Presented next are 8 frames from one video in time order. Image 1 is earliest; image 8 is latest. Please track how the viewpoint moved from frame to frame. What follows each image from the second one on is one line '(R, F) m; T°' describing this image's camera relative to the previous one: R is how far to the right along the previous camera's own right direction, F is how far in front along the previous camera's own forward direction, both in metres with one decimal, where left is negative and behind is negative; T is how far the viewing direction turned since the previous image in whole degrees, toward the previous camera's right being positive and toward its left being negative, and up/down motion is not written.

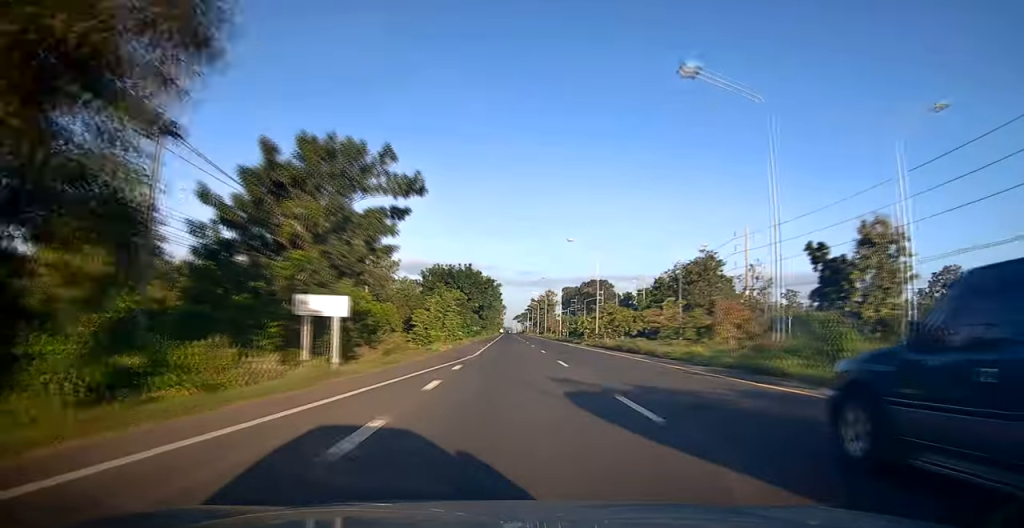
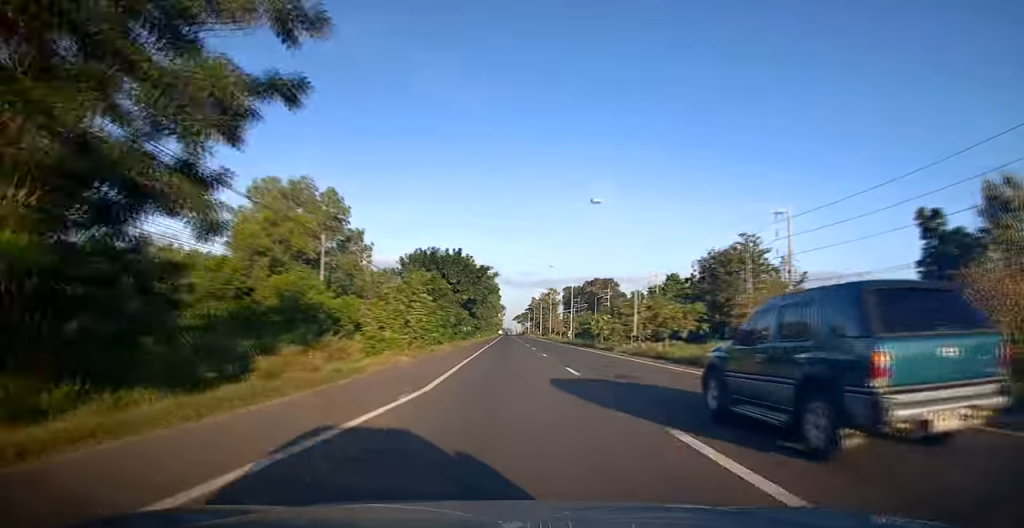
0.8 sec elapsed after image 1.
(+0.2, +15.9) m; 0°
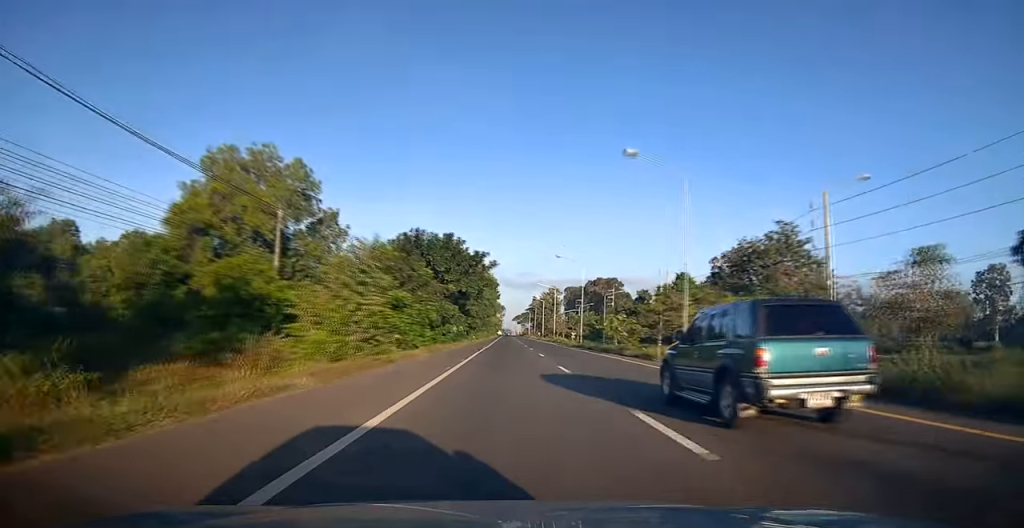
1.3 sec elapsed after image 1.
(+0.2, +10.3) m; 0°
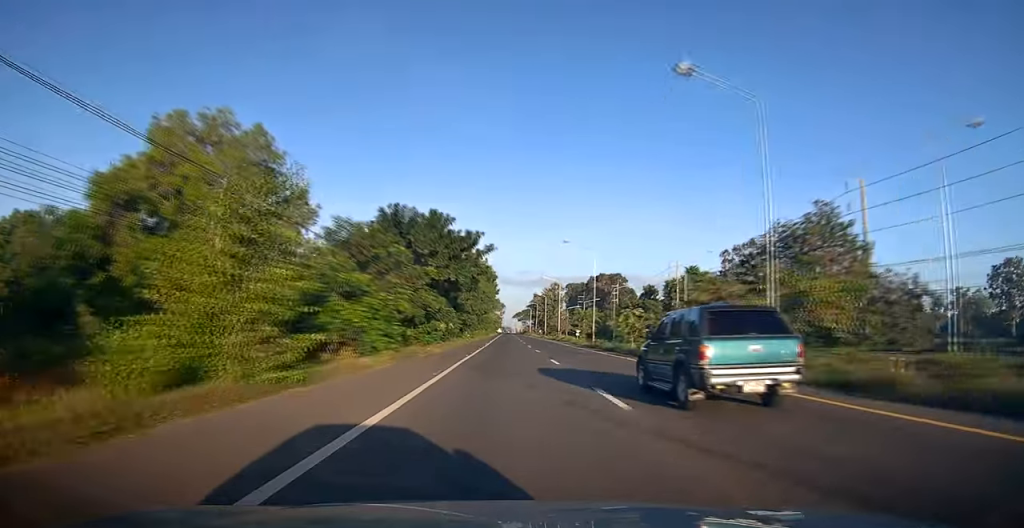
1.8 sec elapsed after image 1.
(-0.2, +8.8) m; -1°
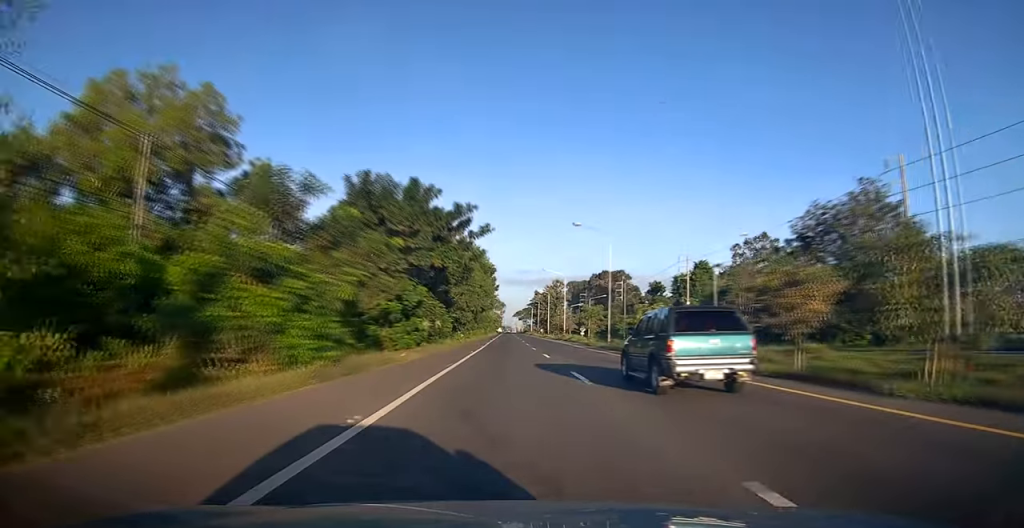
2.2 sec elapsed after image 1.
(-0.1, +8.0) m; -1°
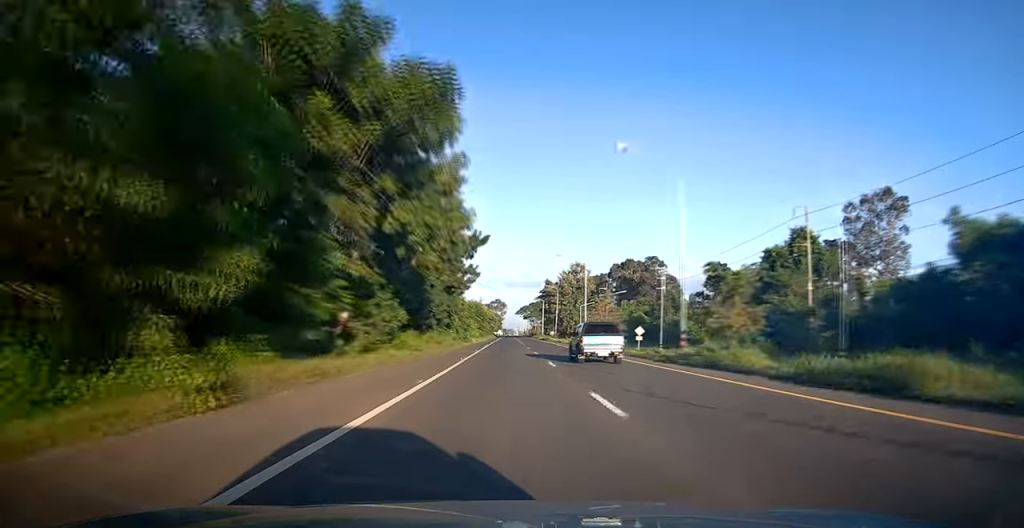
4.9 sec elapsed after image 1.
(+0.7, +53.5) m; +1°
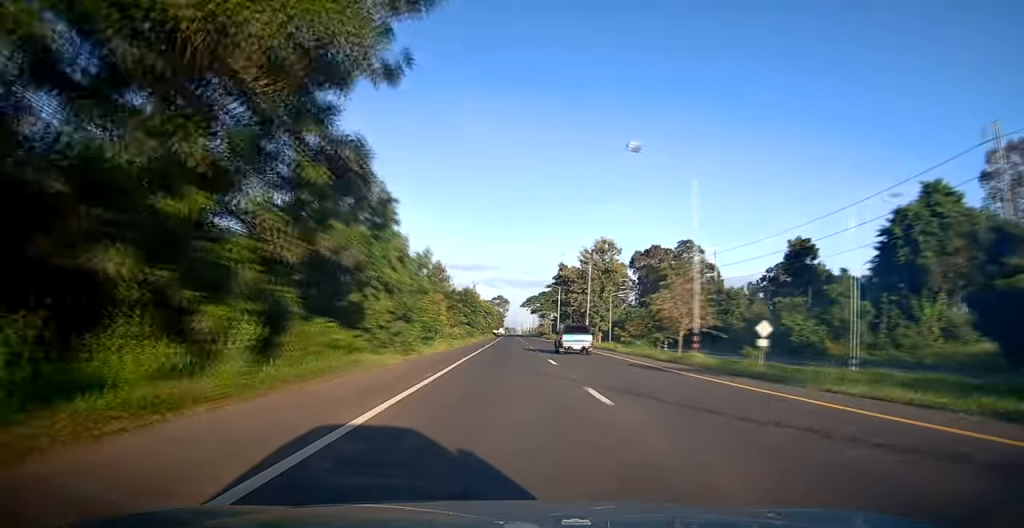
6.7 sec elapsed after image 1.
(-0.2, +34.9) m; -1°
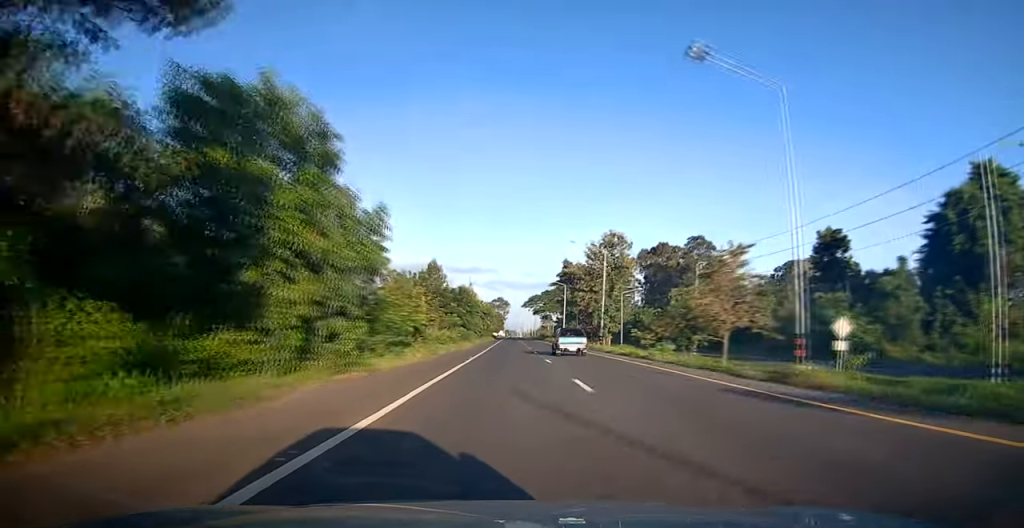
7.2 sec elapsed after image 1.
(-0.2, +9.3) m; 0°
